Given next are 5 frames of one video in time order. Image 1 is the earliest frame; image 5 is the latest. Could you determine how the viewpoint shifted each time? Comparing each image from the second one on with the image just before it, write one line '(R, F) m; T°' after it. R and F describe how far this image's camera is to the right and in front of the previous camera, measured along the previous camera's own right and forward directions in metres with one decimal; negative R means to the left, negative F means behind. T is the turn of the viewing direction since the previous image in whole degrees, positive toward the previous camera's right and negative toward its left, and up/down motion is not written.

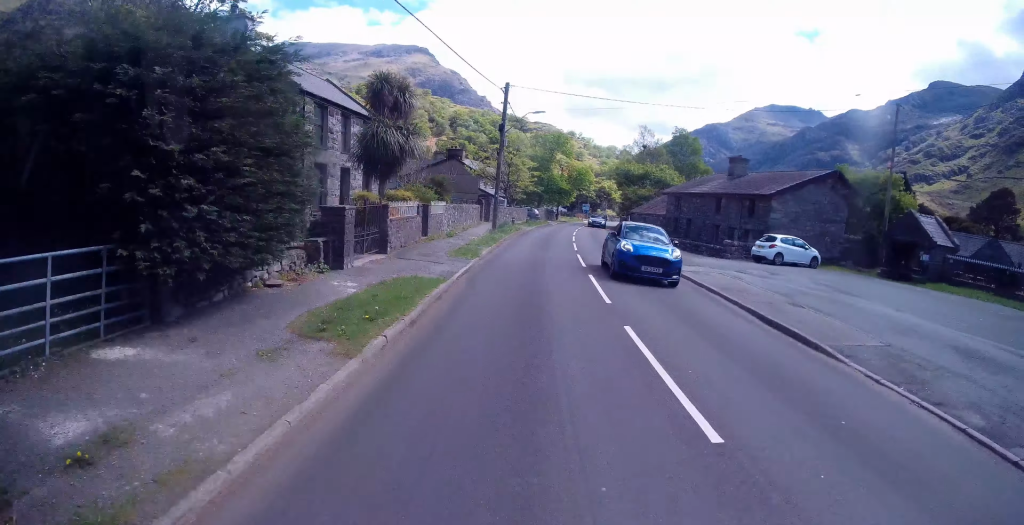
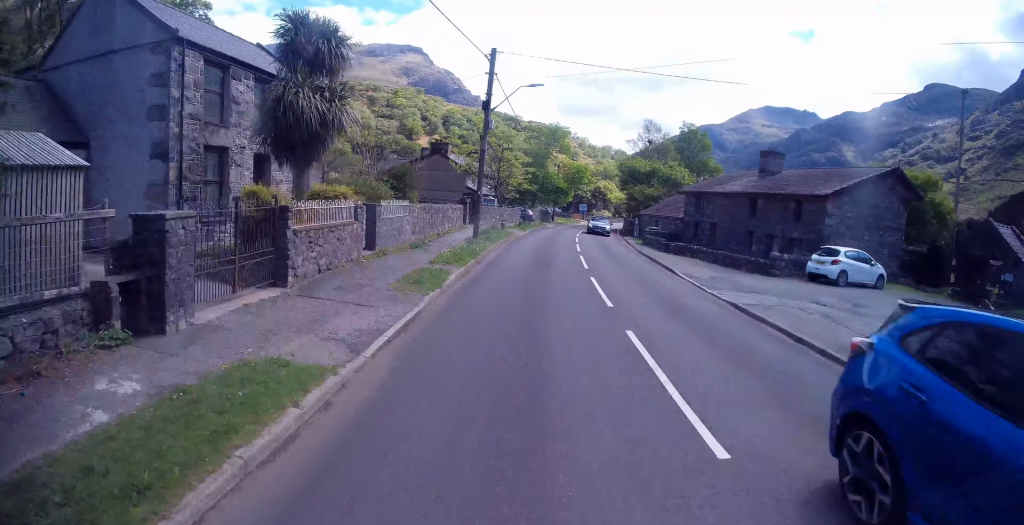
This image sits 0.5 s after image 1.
(+0.2, +6.2) m; +2°
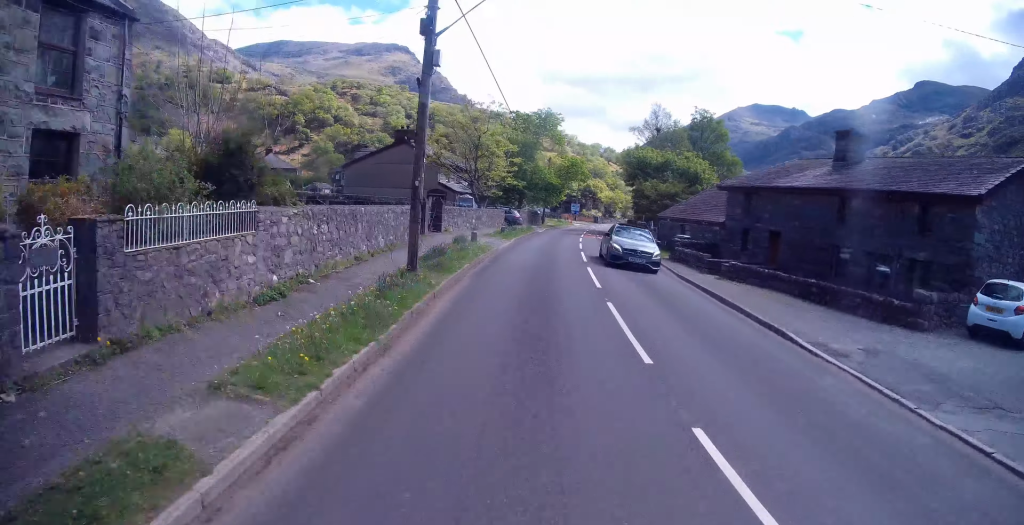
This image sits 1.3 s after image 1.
(+0.2, +9.5) m; +2°
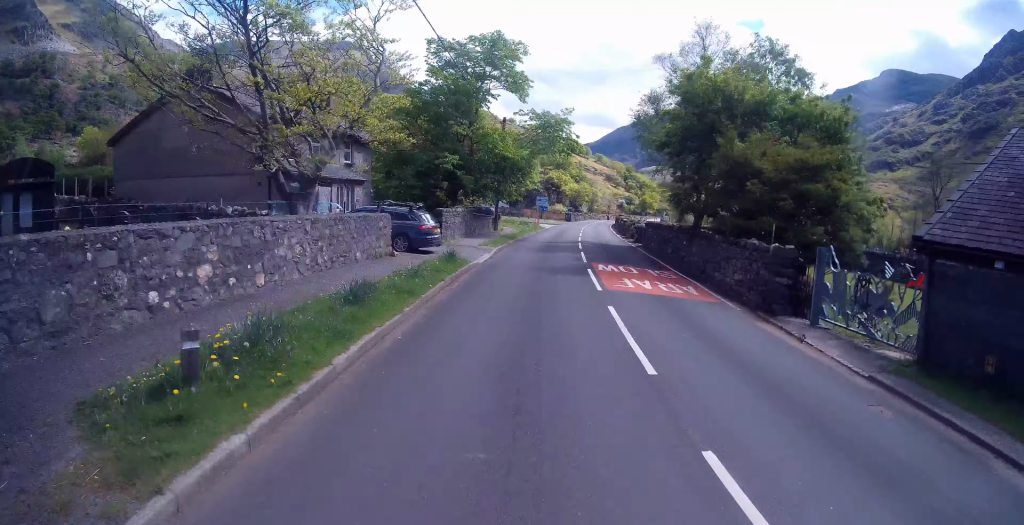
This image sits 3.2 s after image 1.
(+0.8, +24.2) m; +2°
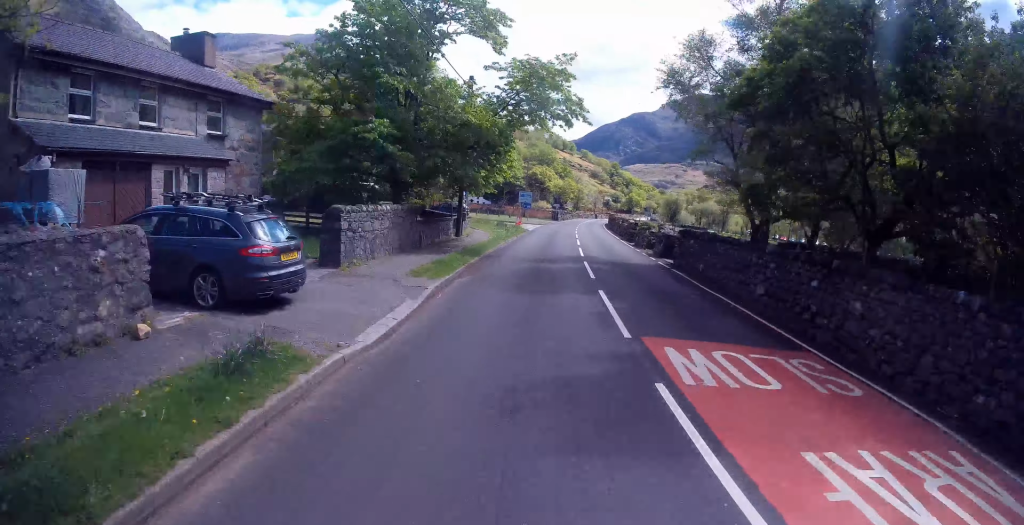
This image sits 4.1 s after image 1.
(-0.2, +10.3) m; +1°
